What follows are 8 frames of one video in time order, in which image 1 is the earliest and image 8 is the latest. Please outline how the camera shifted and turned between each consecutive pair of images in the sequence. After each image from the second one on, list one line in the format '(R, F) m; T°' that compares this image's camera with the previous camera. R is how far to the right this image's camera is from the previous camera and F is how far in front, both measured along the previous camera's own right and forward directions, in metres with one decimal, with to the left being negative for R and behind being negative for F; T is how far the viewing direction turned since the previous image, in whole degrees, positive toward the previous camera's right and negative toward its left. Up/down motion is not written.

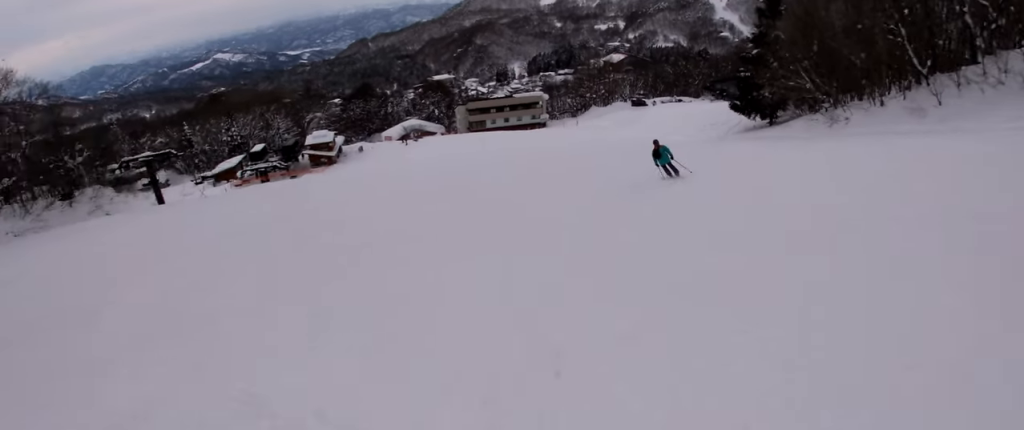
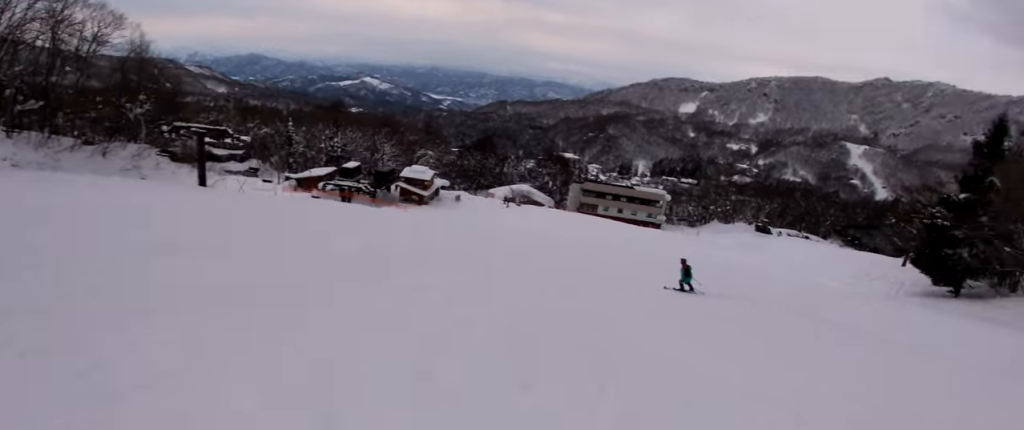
(-3.4, +13.2) m; -15°
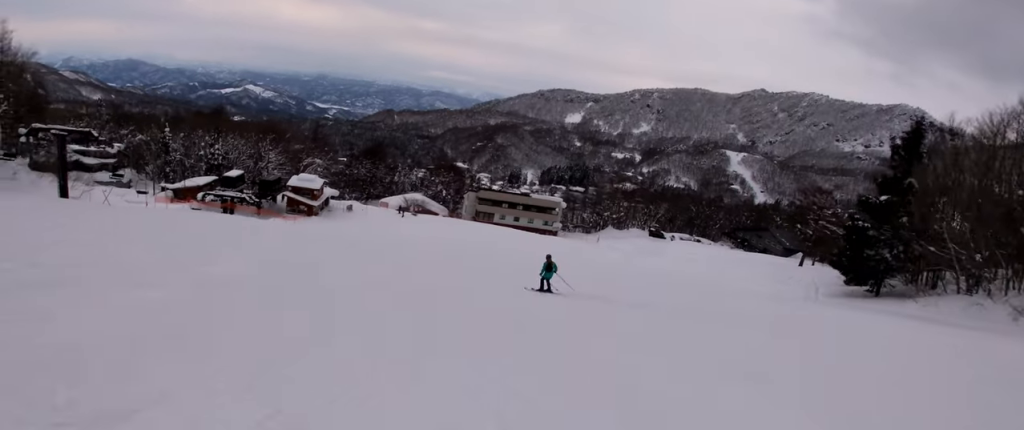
(-0.1, +4.2) m; +2°
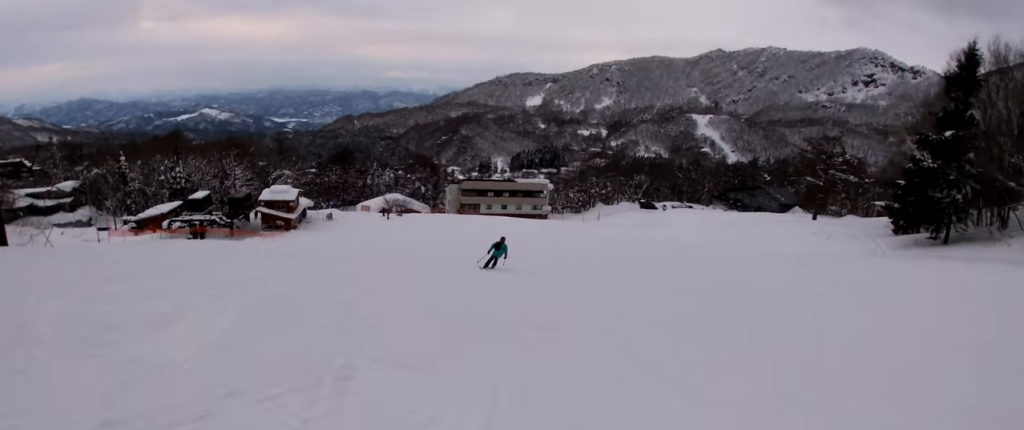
(+0.8, +7.1) m; +9°
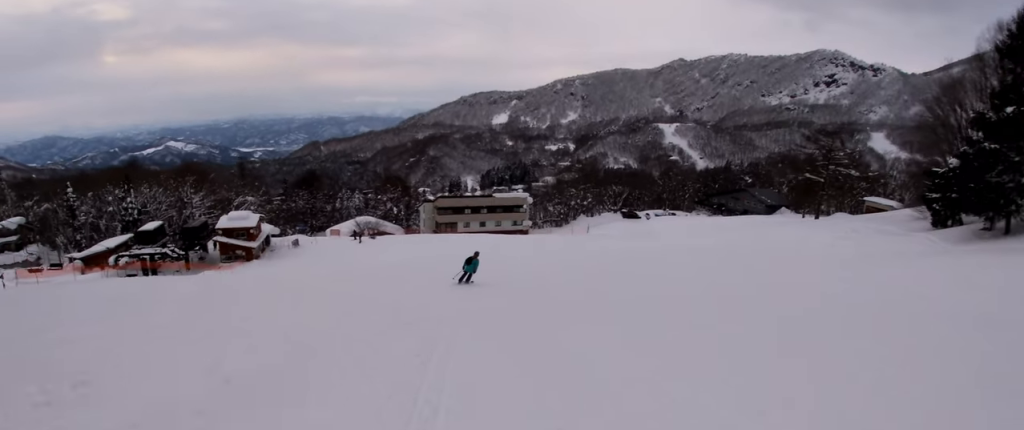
(+0.3, +7.3) m; +16°
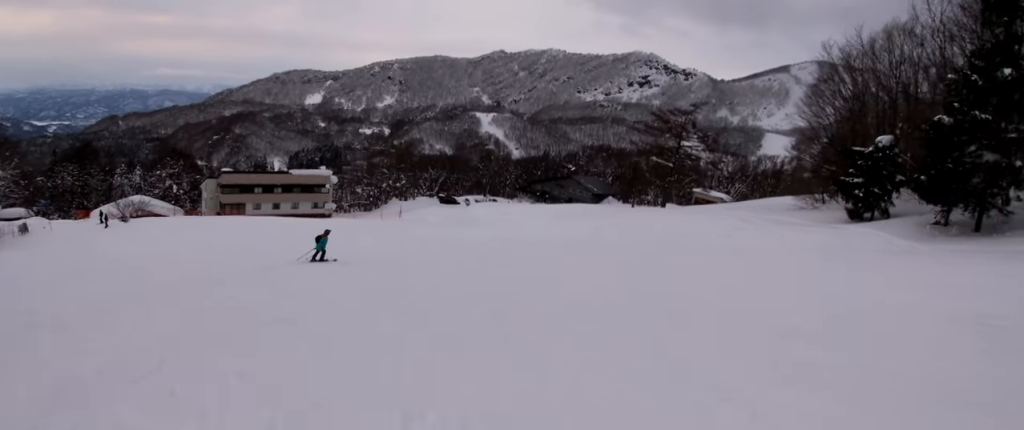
(+4.4, +13.7) m; +22°
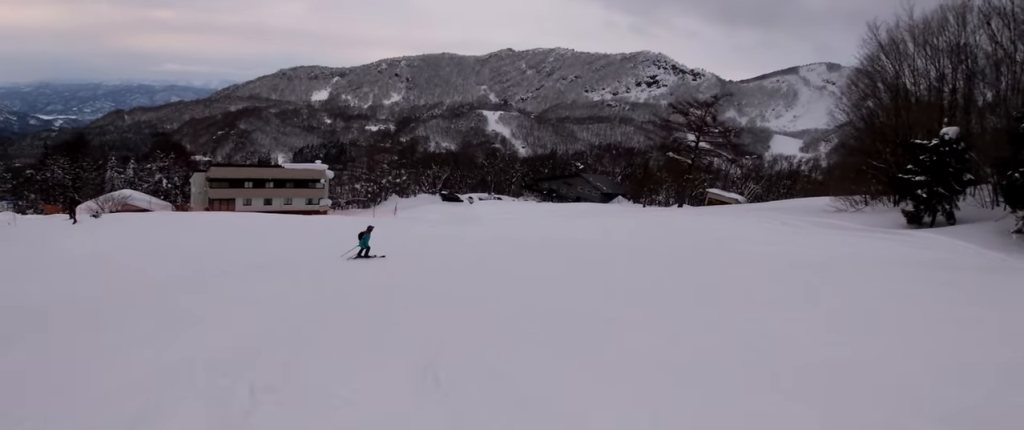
(0.0, +5.6) m; 0°
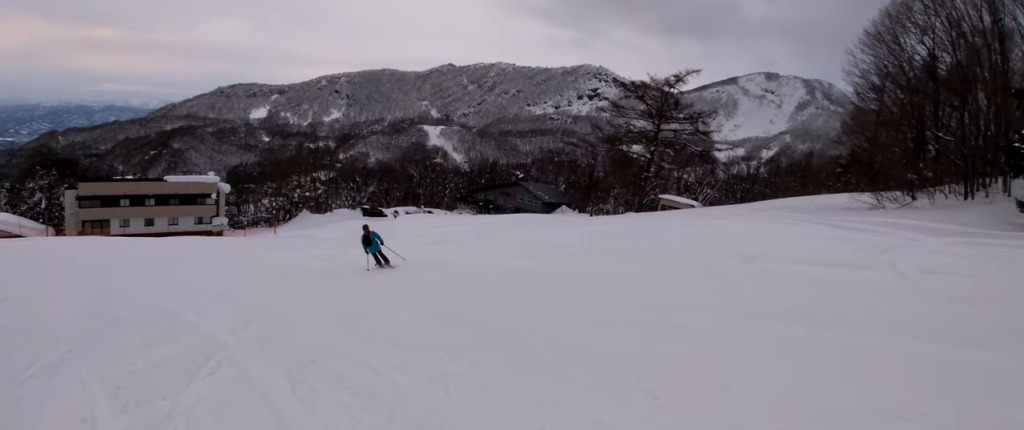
(+1.0, +14.1) m; -6°
